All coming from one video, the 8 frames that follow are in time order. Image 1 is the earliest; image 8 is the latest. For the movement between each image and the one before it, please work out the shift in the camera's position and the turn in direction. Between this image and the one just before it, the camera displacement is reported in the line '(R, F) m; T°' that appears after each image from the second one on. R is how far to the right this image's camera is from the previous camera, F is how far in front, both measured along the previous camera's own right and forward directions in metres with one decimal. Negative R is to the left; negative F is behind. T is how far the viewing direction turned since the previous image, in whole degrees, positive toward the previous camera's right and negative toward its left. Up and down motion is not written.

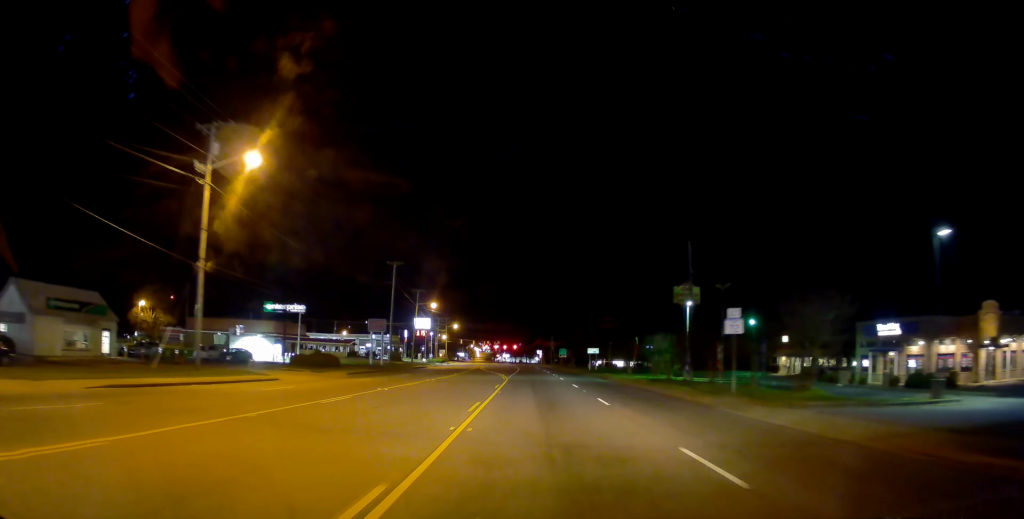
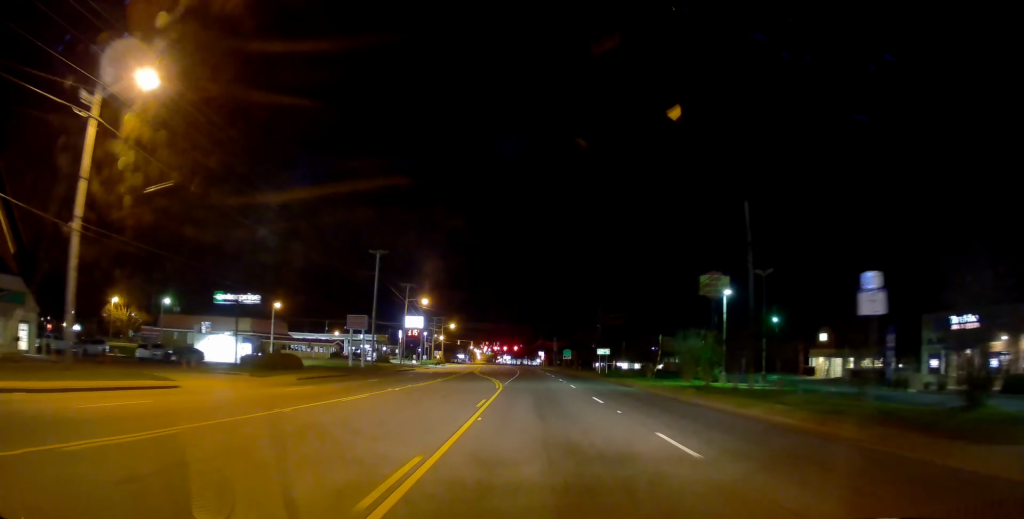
(+0.1, +10.3) m; 0°
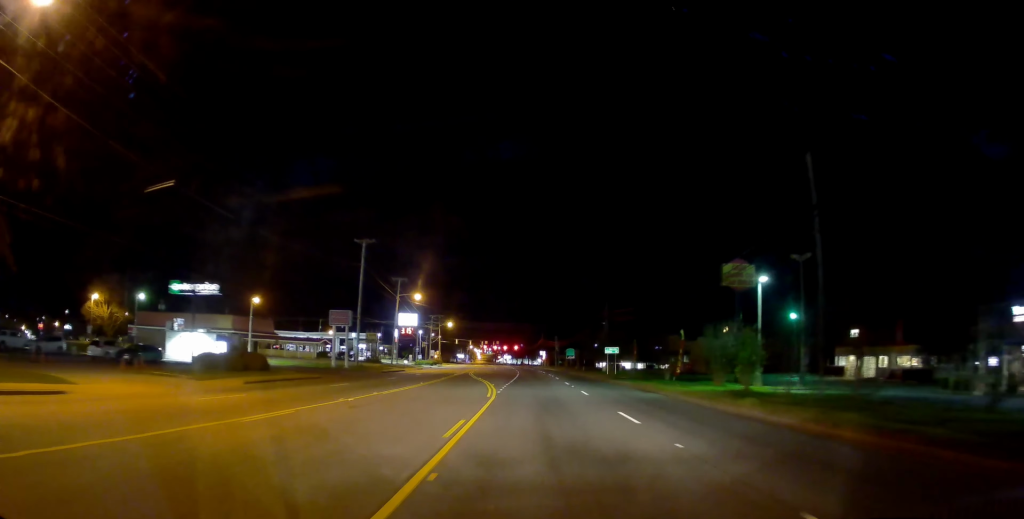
(+0.2, +7.1) m; 0°
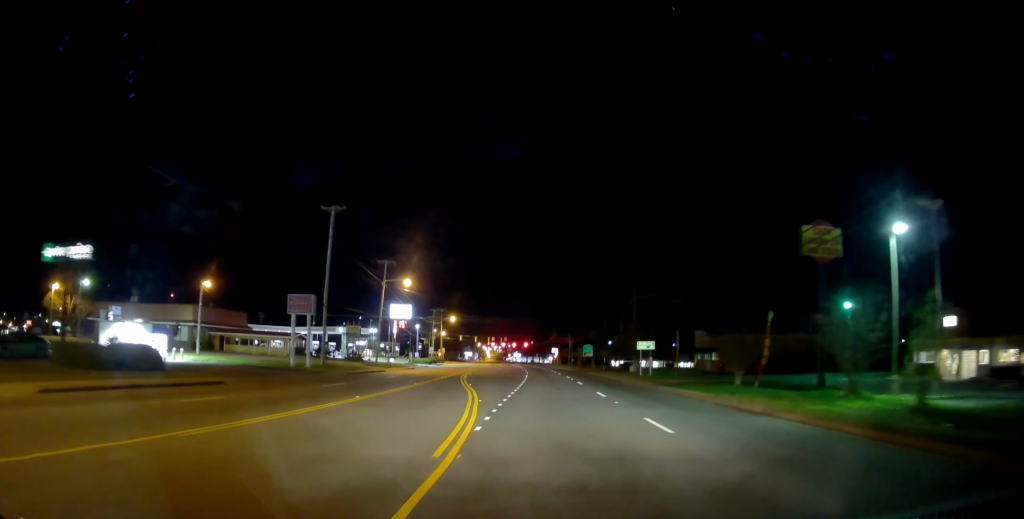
(-0.4, +15.1) m; -1°
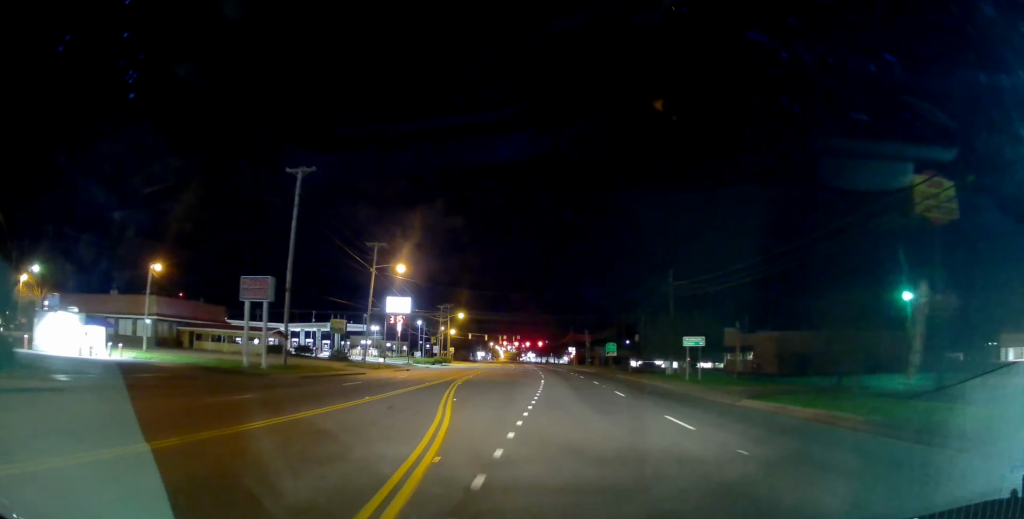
(+0.1, +12.0) m; 0°
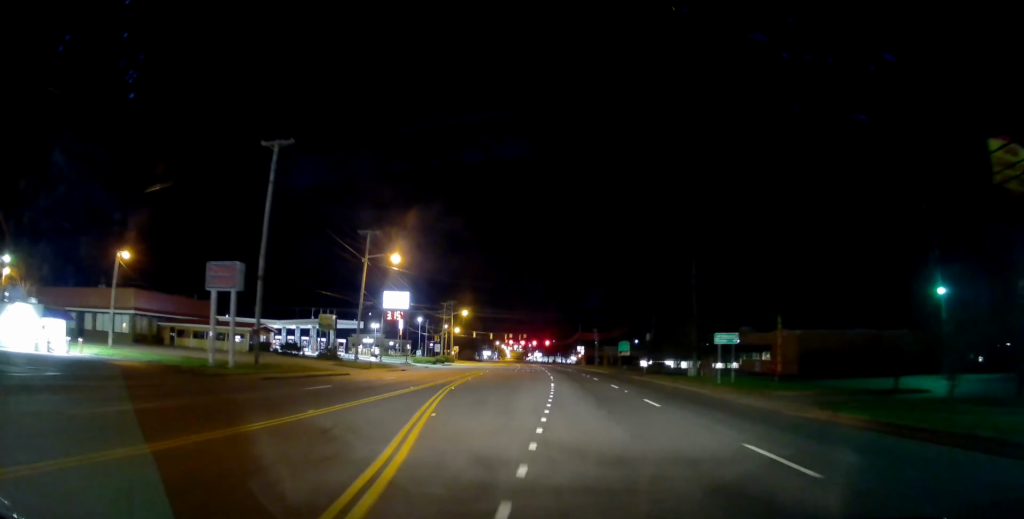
(0.0, +5.8) m; 0°
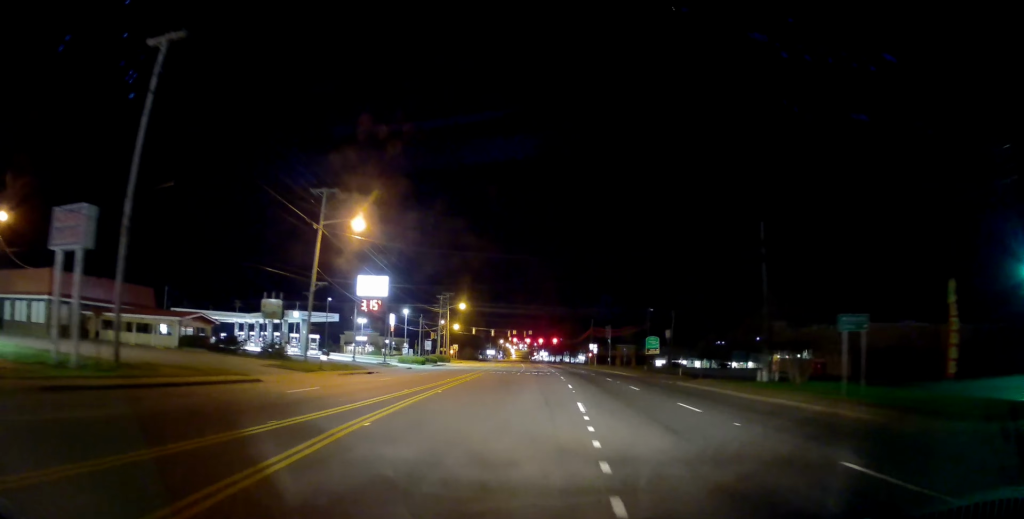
(0.0, +15.0) m; -1°
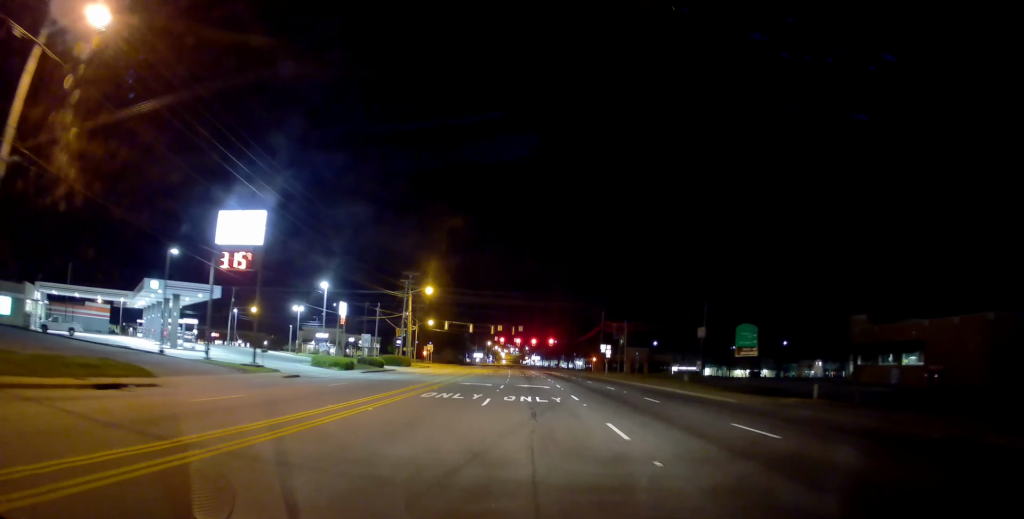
(-0.8, +30.5) m; 0°
